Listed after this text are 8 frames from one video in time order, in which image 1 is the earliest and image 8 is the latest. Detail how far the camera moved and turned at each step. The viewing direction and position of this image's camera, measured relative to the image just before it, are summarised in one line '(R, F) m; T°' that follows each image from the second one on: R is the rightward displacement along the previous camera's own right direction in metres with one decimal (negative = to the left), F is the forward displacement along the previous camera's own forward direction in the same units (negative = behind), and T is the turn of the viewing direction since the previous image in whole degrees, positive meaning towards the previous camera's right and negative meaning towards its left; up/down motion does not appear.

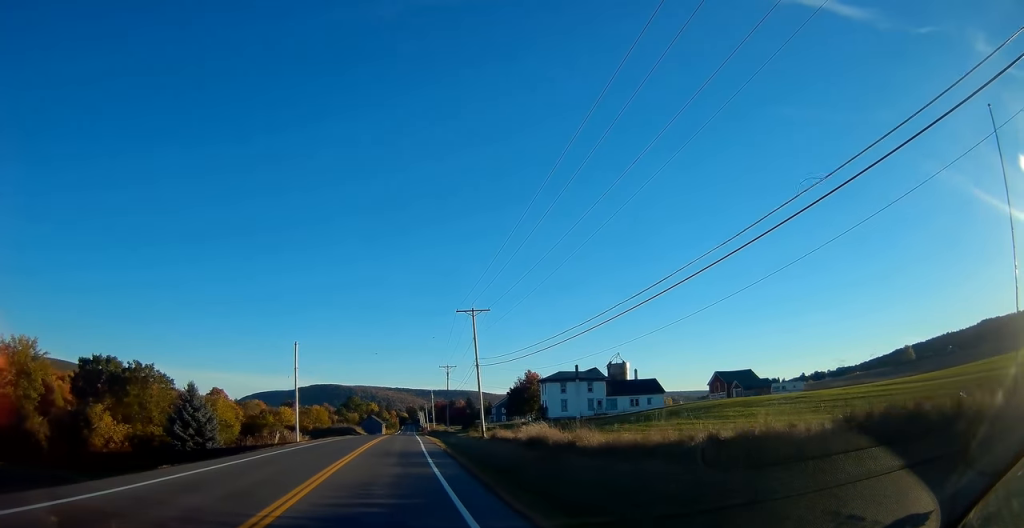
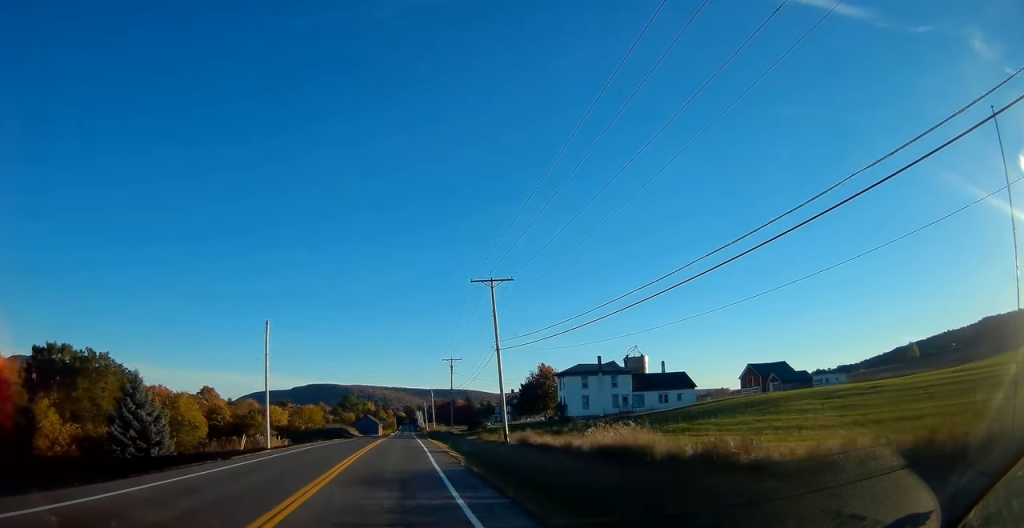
(+0.1, +11.9) m; 0°
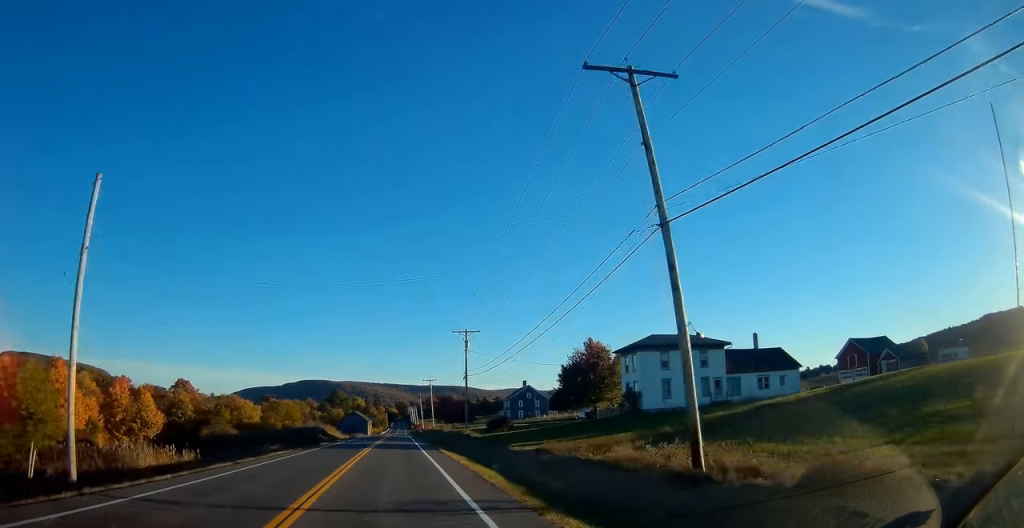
(+0.1, +25.9) m; +1°
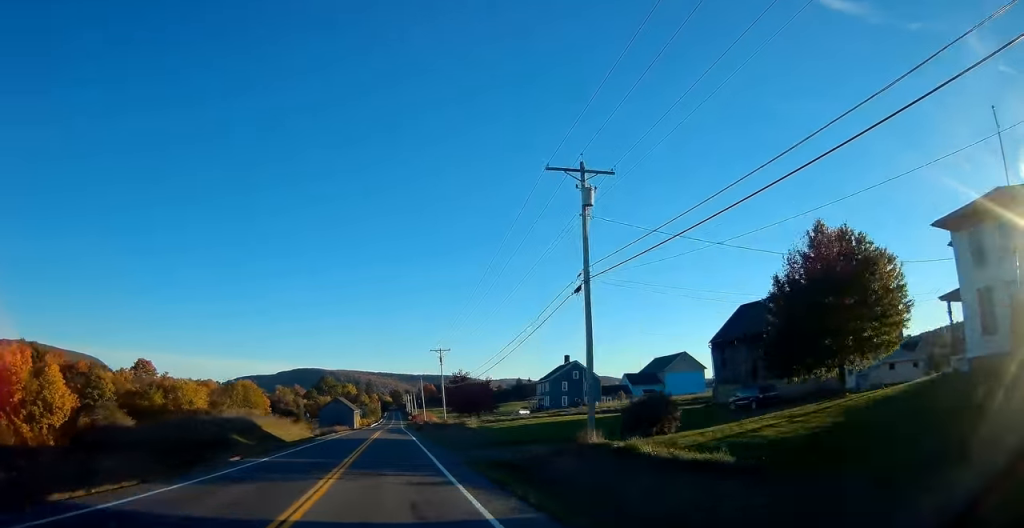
(+0.5, +41.0) m; +1°
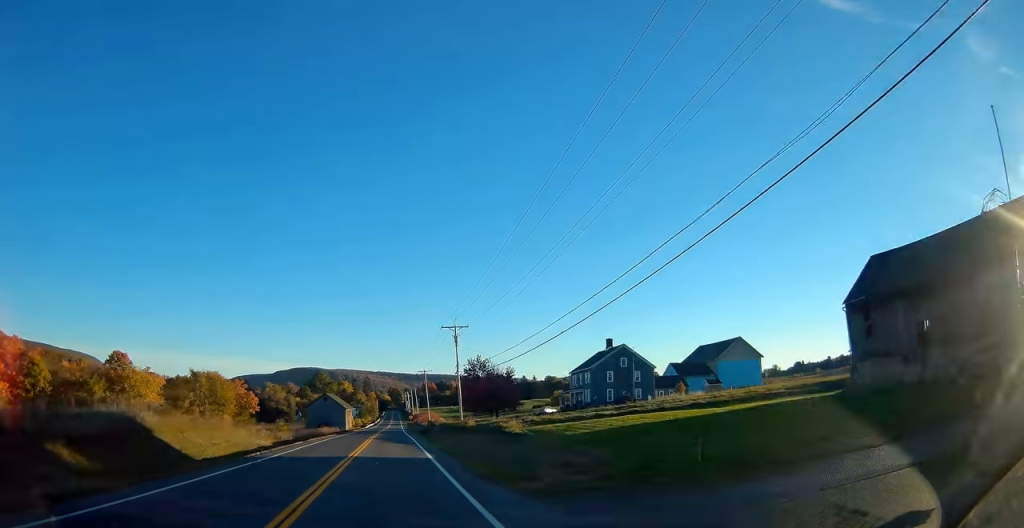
(0.0, +23.0) m; 0°
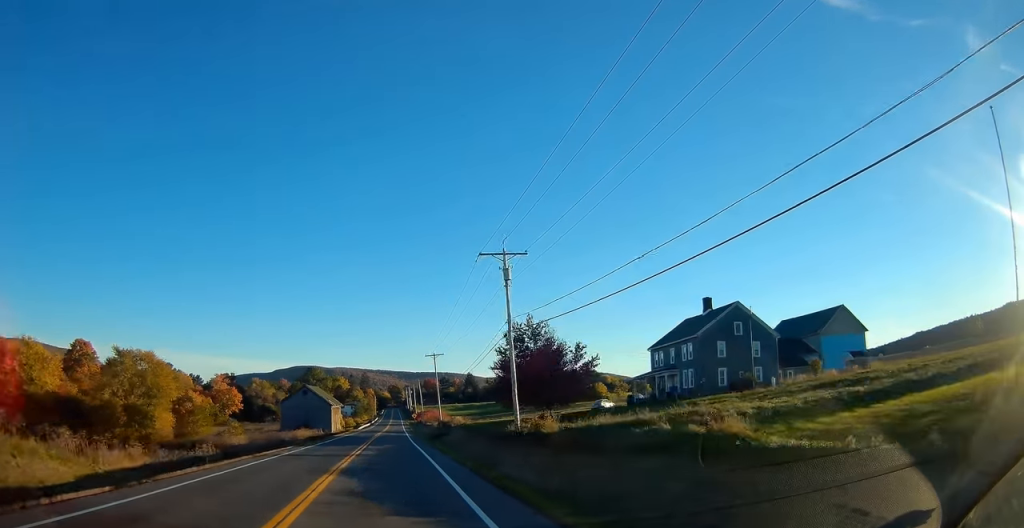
(0.0, +28.9) m; 0°
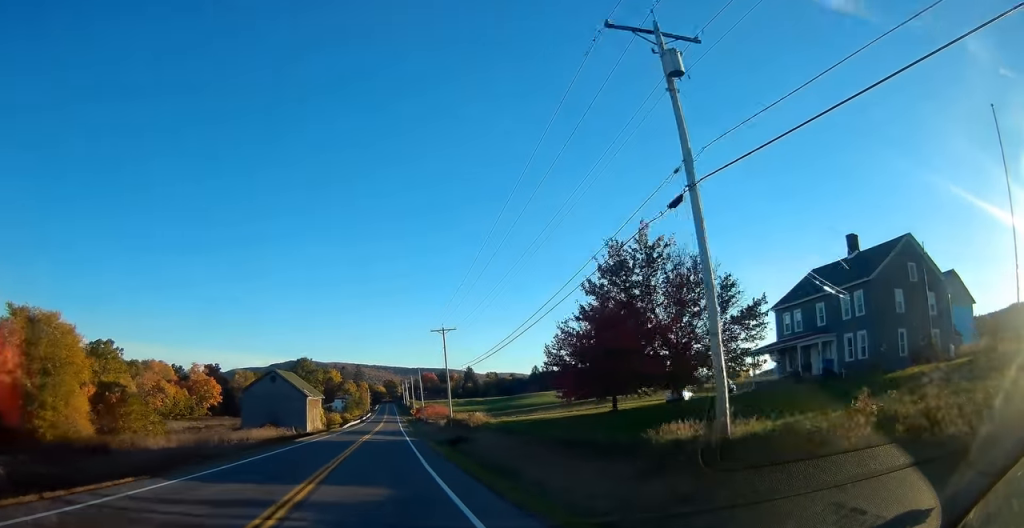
(0.0, +22.9) m; 0°
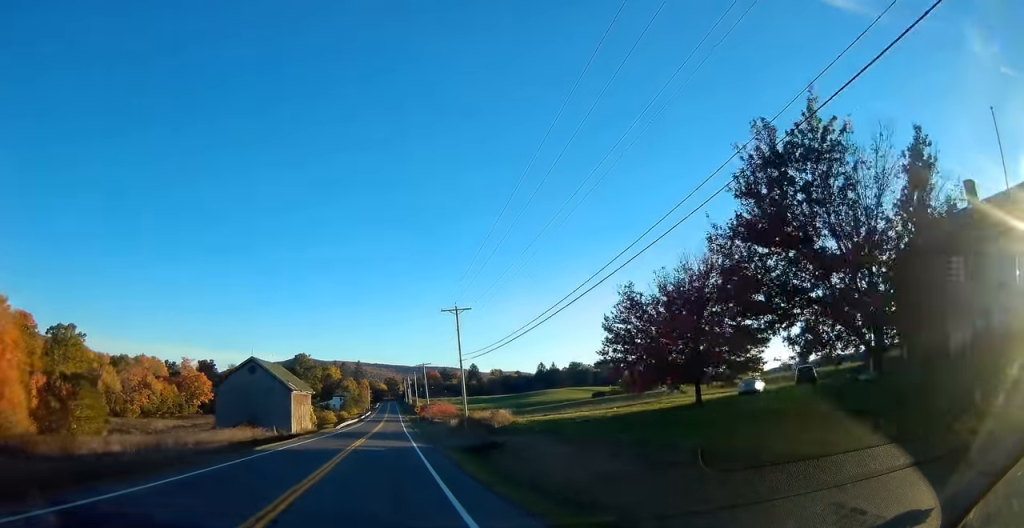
(0.0, +12.9) m; 0°
